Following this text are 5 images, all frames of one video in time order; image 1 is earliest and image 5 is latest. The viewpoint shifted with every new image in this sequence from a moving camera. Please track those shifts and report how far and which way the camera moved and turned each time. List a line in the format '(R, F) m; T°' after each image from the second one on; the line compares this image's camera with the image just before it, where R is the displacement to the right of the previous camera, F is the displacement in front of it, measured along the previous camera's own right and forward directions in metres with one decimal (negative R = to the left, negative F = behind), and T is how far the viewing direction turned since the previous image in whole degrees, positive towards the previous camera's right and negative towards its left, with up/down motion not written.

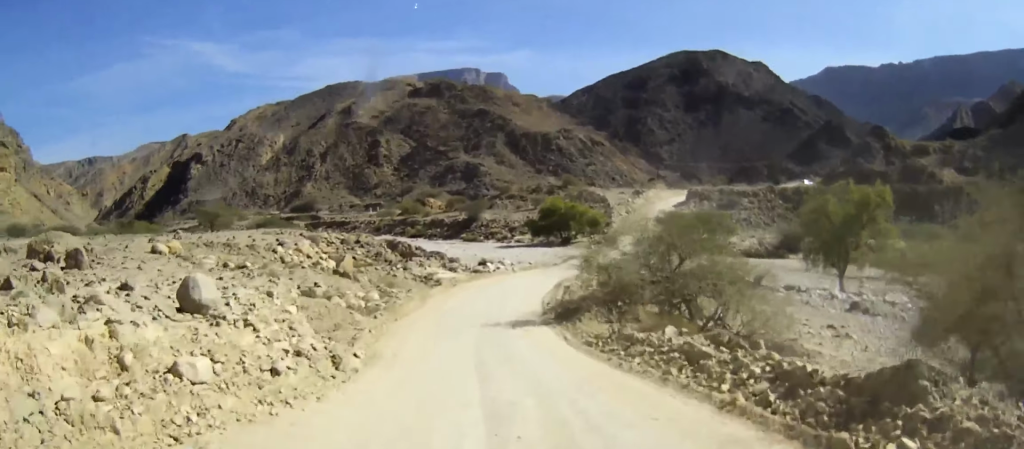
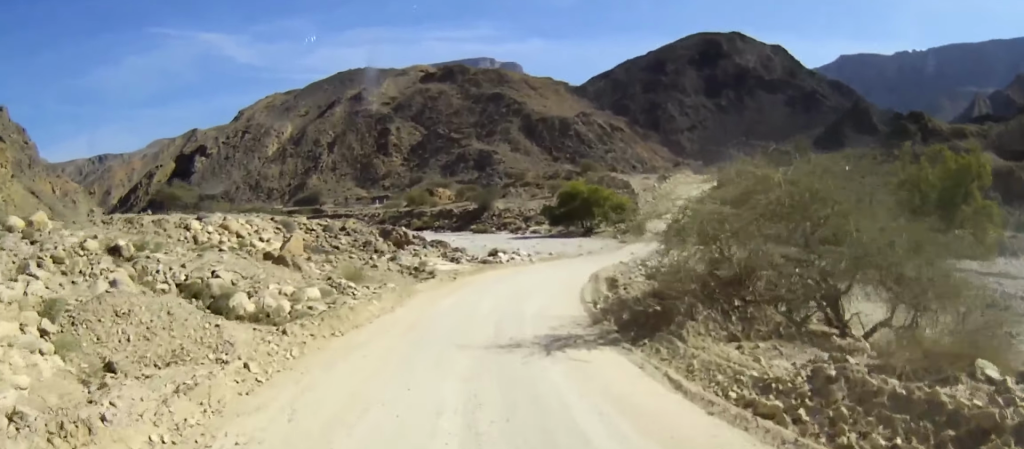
(-0.2, +13.1) m; -1°
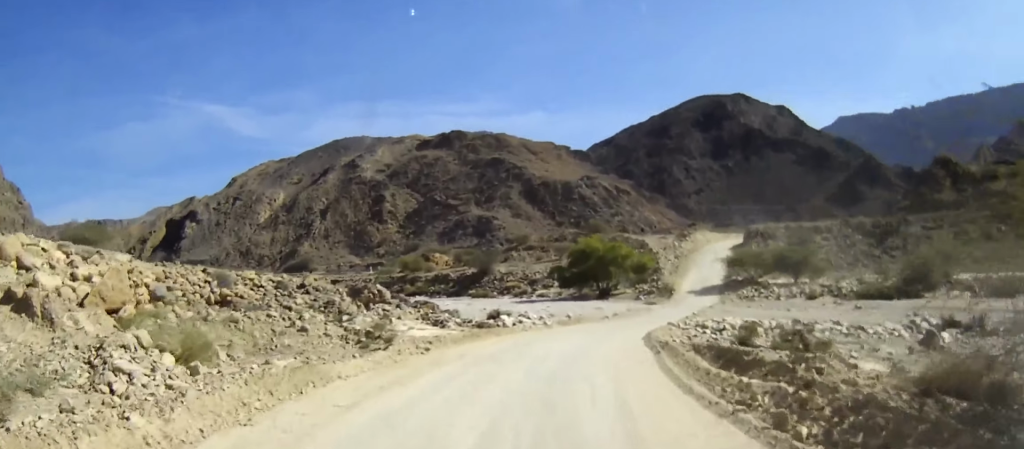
(0.0, +14.4) m; +1°
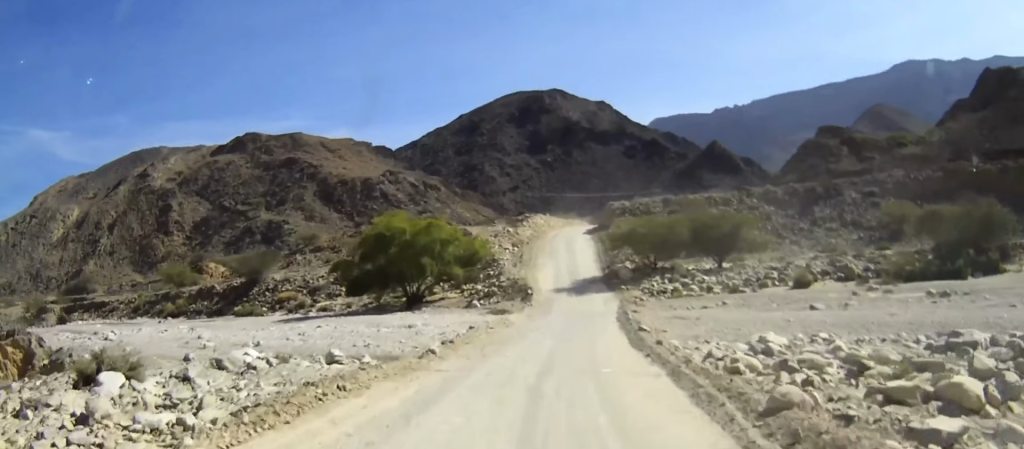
(+3.6, +32.2) m; +15°
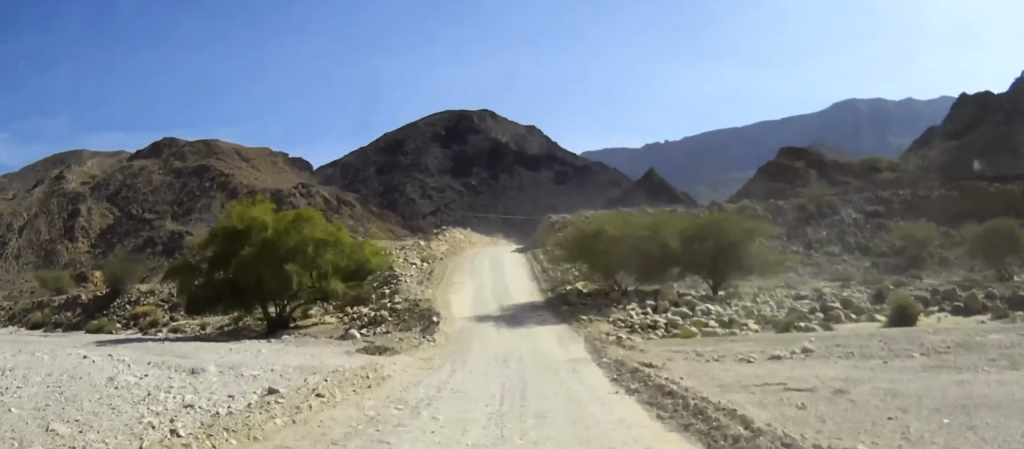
(+1.2, +17.3) m; +6°
